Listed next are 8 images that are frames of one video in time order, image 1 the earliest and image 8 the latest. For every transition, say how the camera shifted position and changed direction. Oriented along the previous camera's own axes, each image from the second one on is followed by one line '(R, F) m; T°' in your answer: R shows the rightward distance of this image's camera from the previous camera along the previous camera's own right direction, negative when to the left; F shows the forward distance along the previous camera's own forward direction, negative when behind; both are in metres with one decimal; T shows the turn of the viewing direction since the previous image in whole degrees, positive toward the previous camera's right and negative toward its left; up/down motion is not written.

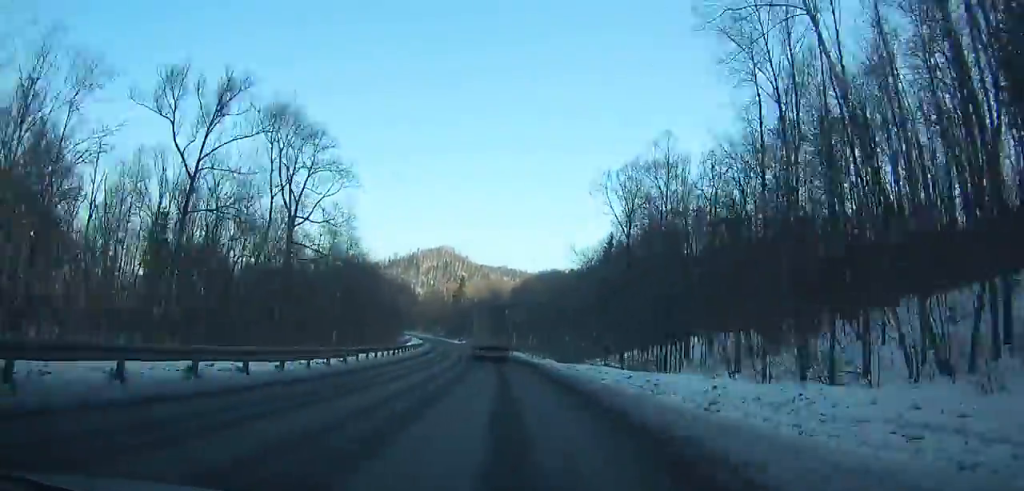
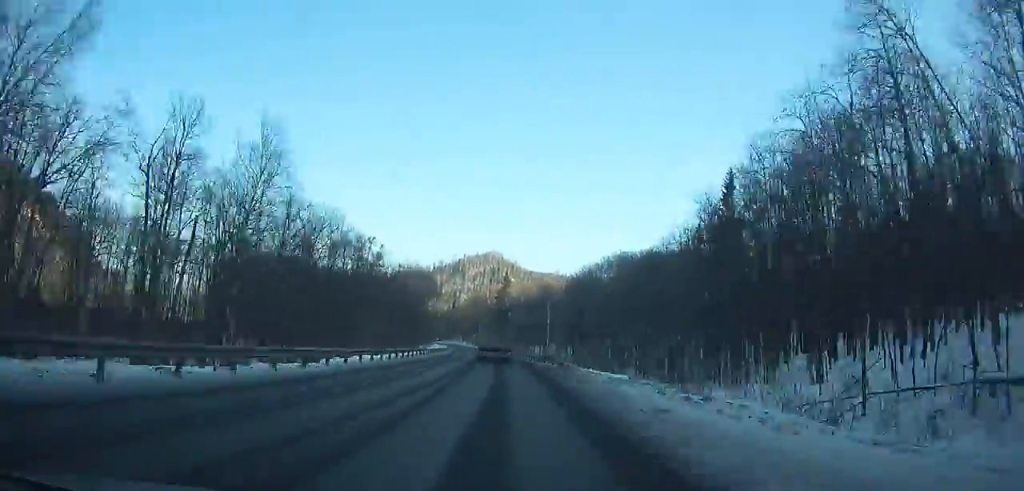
(-1.7, +45.9) m; -4°
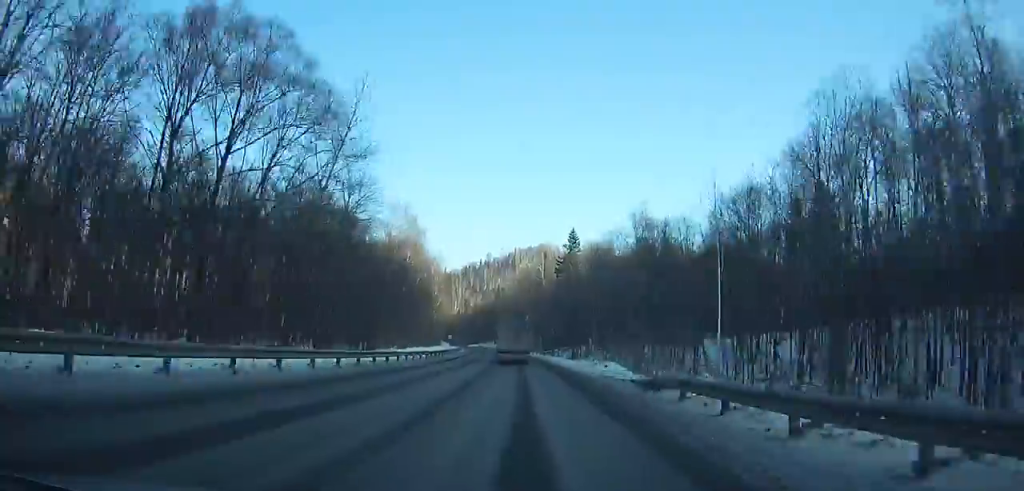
(-5.1, +94.6) m; -5°
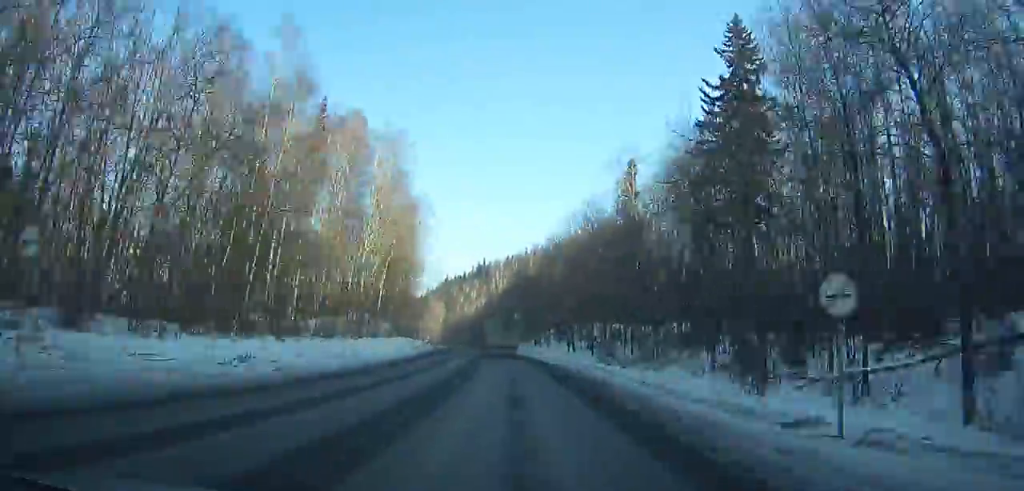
(-4.5, +101.3) m; -6°
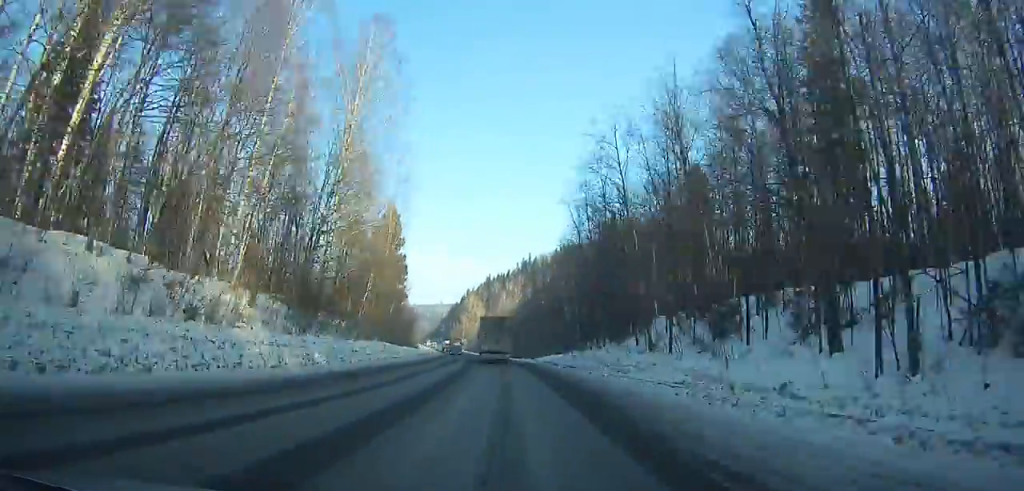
(-2.4, +59.5) m; -5°
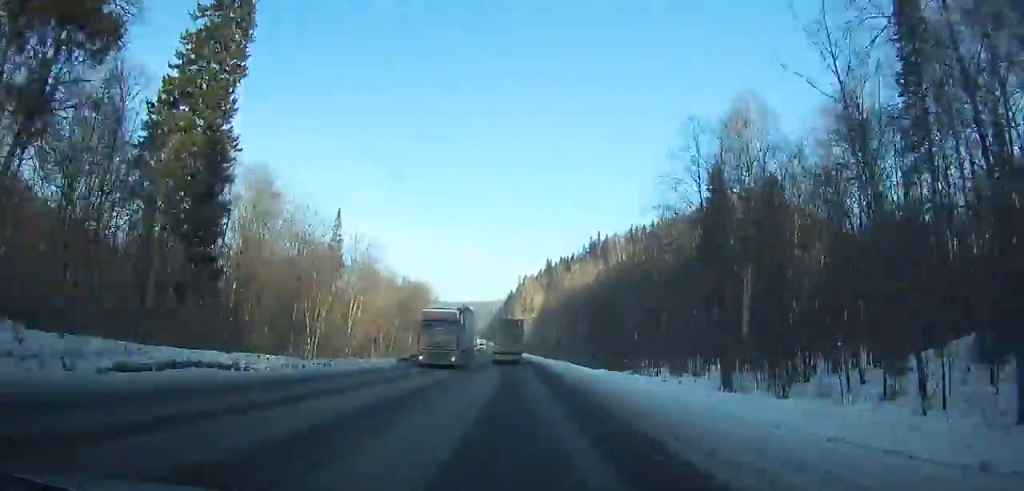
(-5.3, +88.6) m; -5°
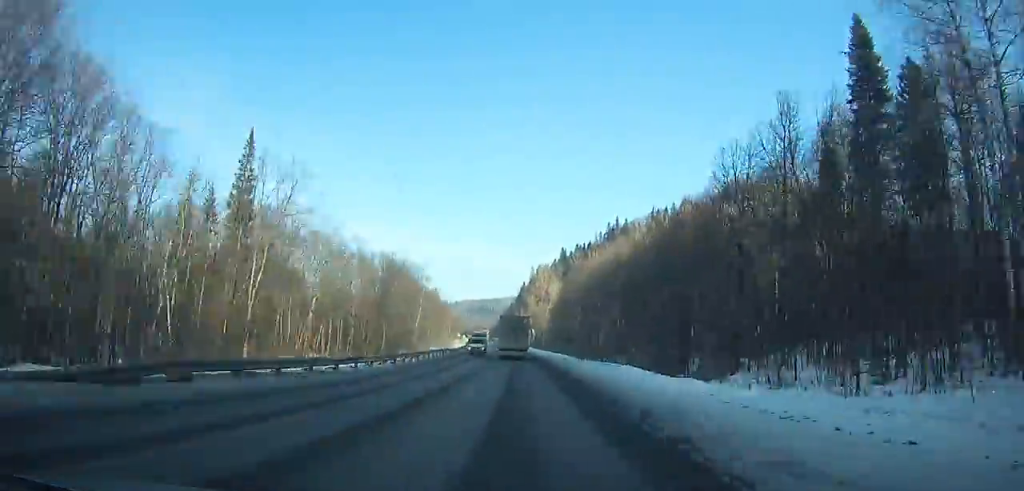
(-0.4, +33.4) m; -1°
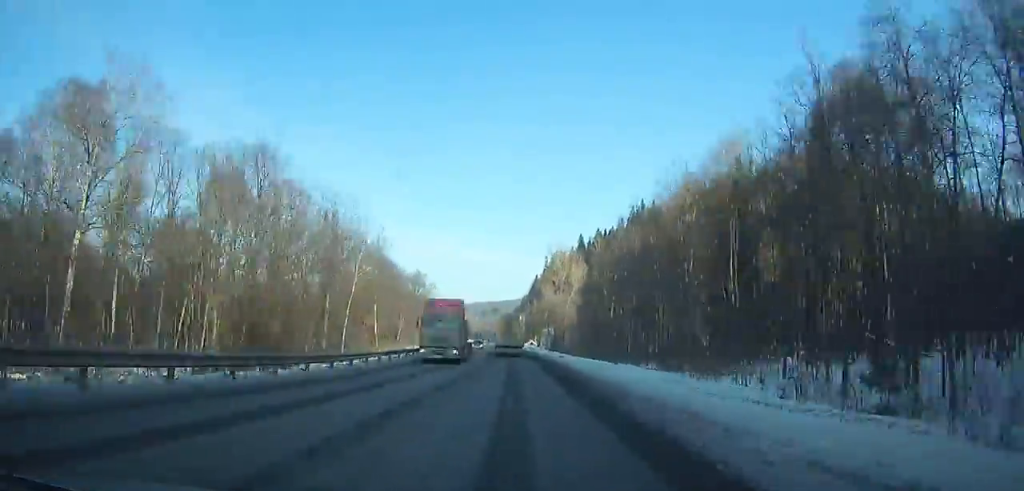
(-0.3, +51.3) m; -1°
